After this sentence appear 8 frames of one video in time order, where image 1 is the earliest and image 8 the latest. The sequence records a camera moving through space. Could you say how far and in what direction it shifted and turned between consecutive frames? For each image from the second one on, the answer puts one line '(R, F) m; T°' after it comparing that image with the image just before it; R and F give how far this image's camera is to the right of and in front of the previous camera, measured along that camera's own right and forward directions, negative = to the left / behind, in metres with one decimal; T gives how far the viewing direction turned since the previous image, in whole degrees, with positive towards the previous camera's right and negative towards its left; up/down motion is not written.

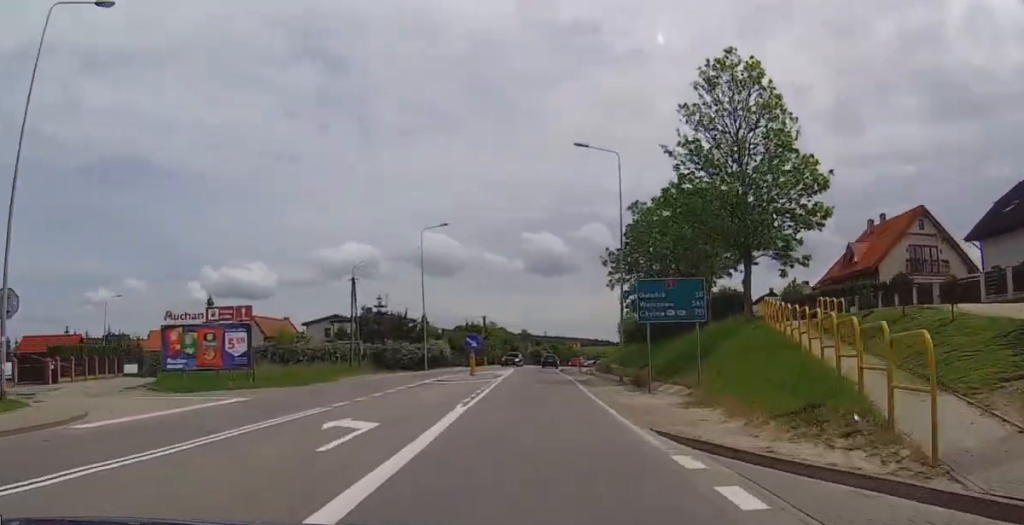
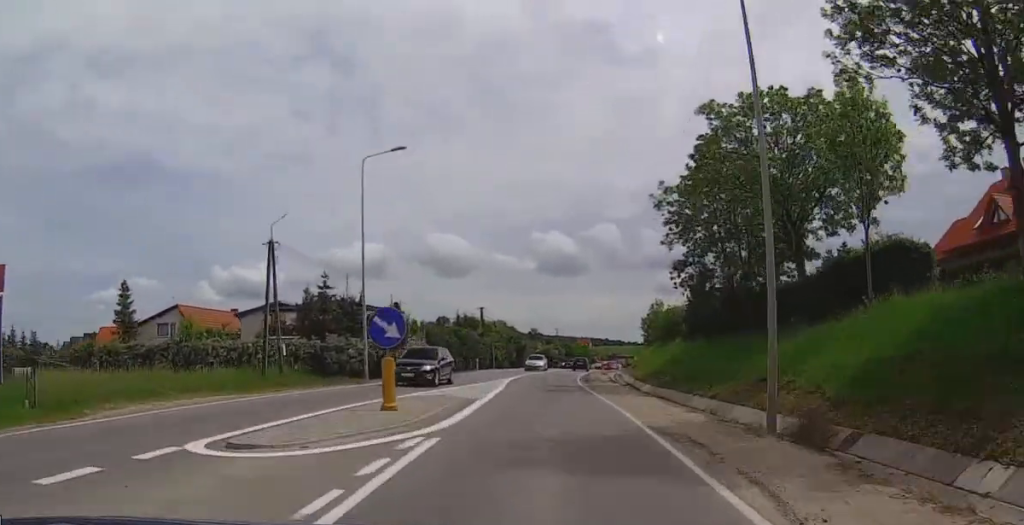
(0.0, +21.0) m; 0°
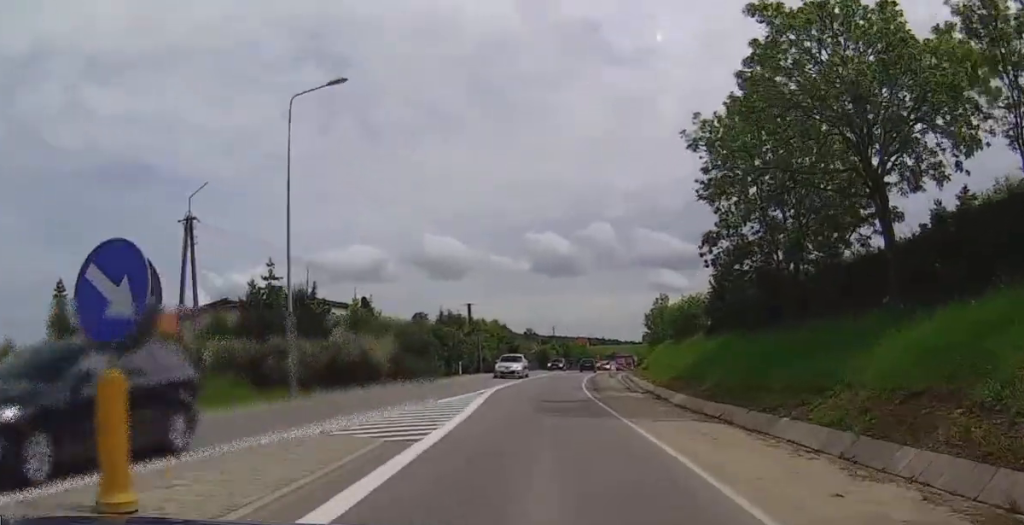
(0.0, +10.1) m; 0°
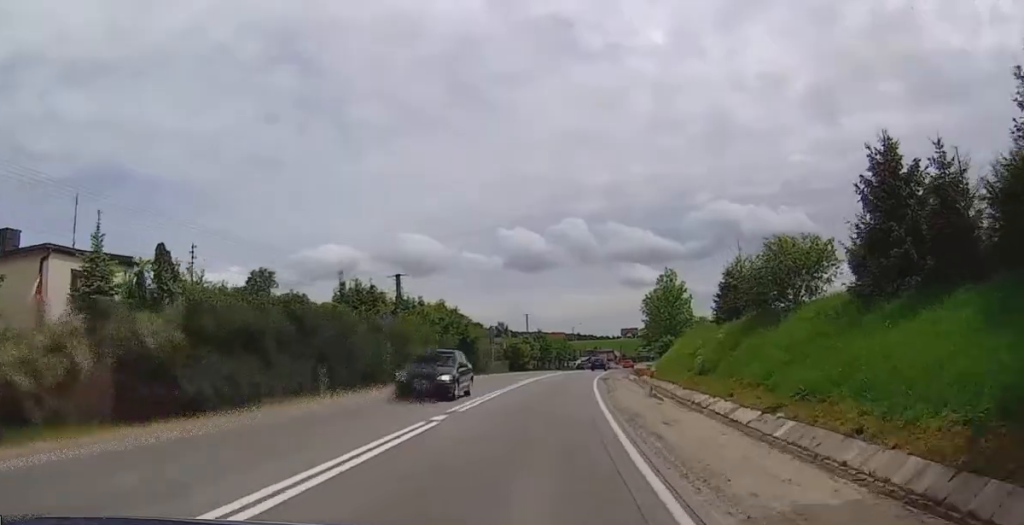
(0.0, +27.0) m; 0°
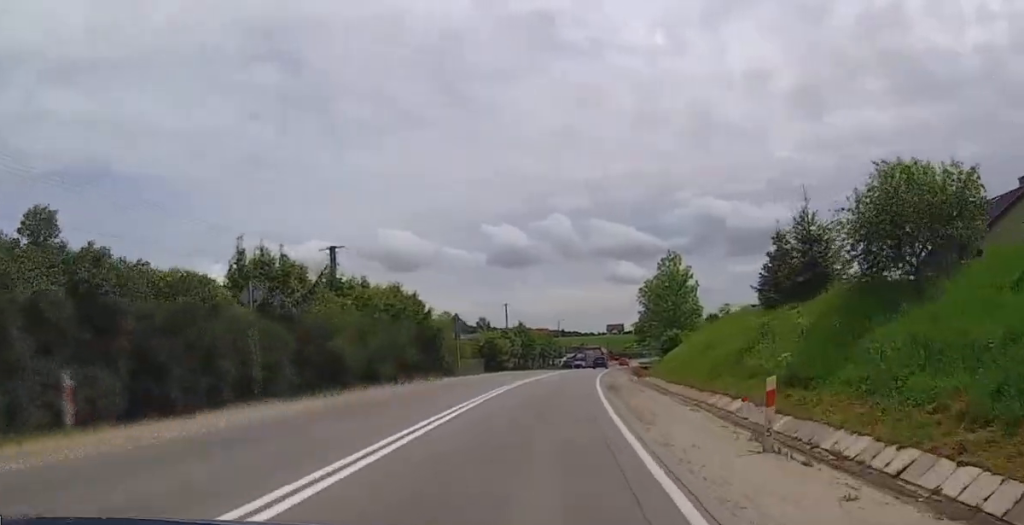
(0.0, +13.2) m; +1°
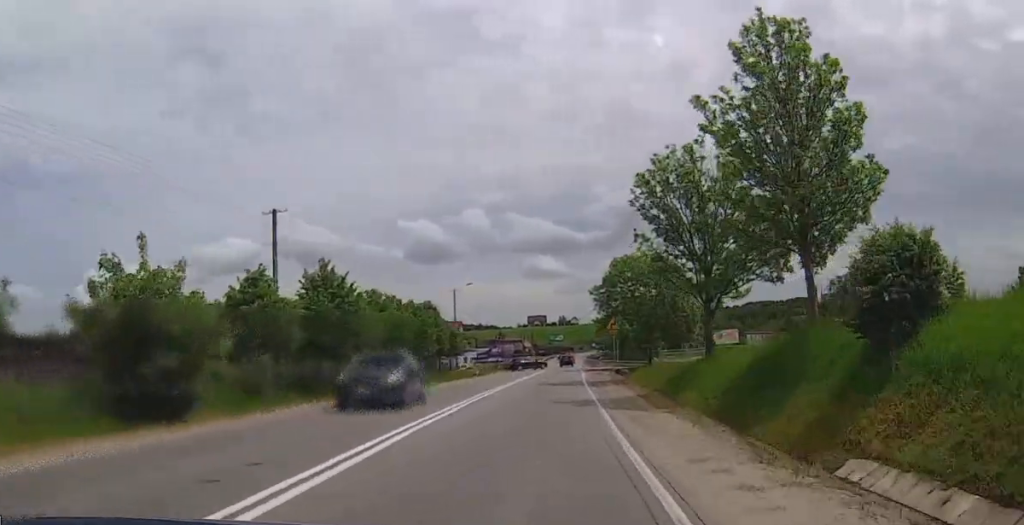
(+3.8, +54.3) m; +7°
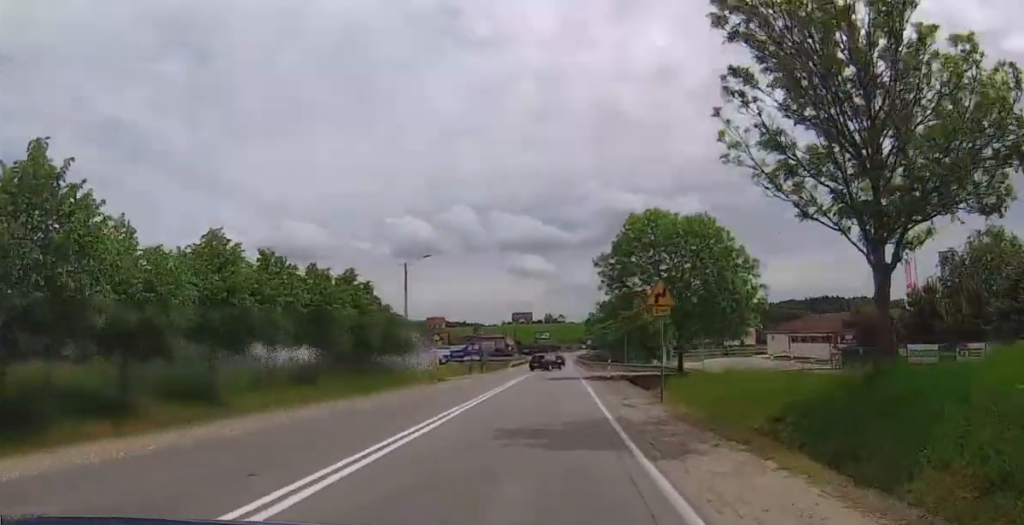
(0.0, +19.5) m; +1°
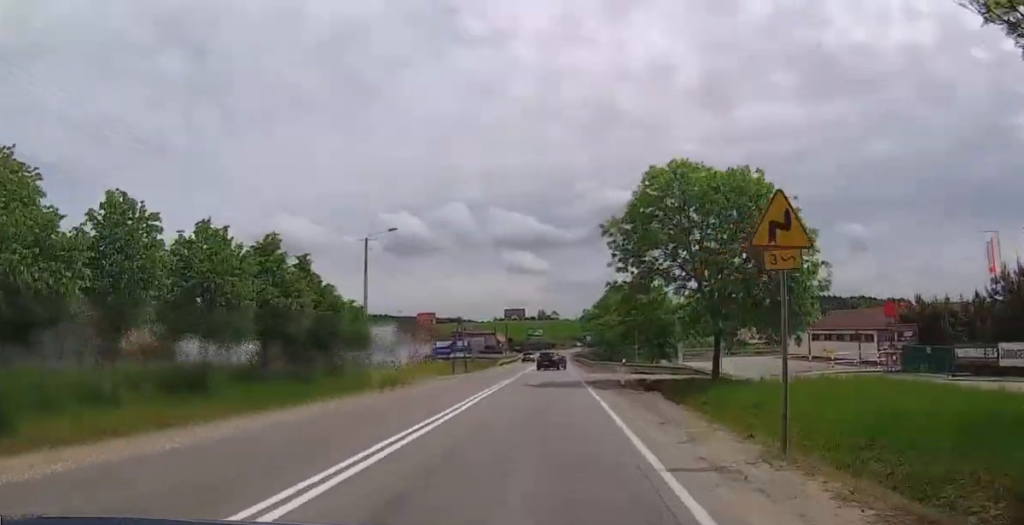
(+0.3, +10.6) m; +1°
